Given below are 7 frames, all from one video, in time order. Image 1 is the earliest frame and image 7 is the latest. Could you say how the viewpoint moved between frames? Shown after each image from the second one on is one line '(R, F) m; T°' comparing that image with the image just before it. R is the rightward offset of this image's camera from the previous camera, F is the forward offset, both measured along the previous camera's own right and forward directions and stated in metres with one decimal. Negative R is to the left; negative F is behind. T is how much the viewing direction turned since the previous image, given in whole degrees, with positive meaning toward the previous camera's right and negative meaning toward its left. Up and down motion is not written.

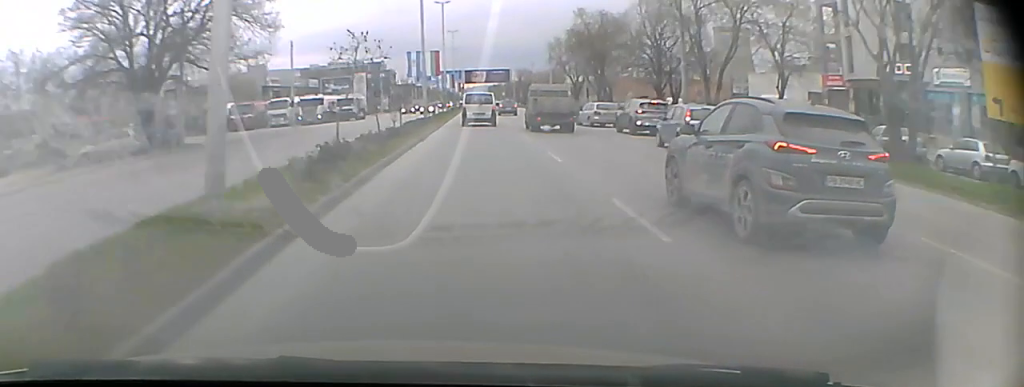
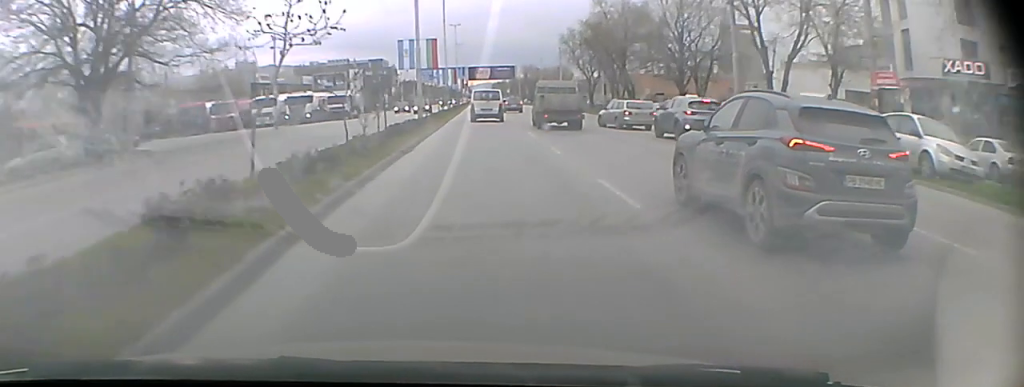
(0.0, +7.2) m; 0°
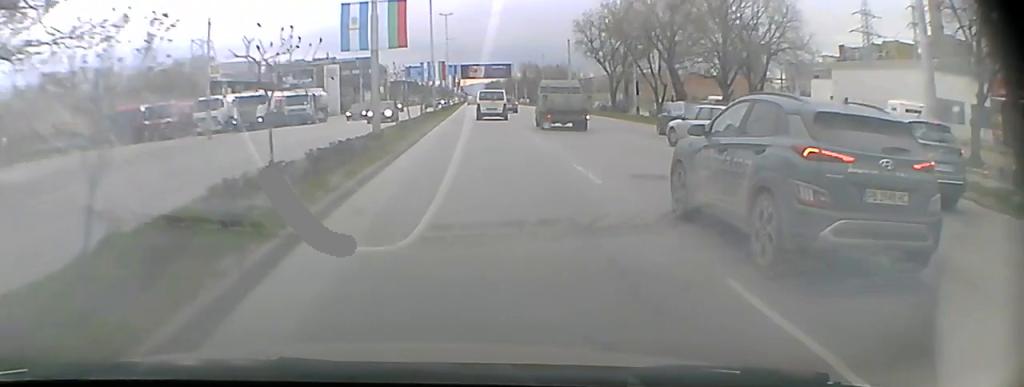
(0.0, +14.6) m; 0°
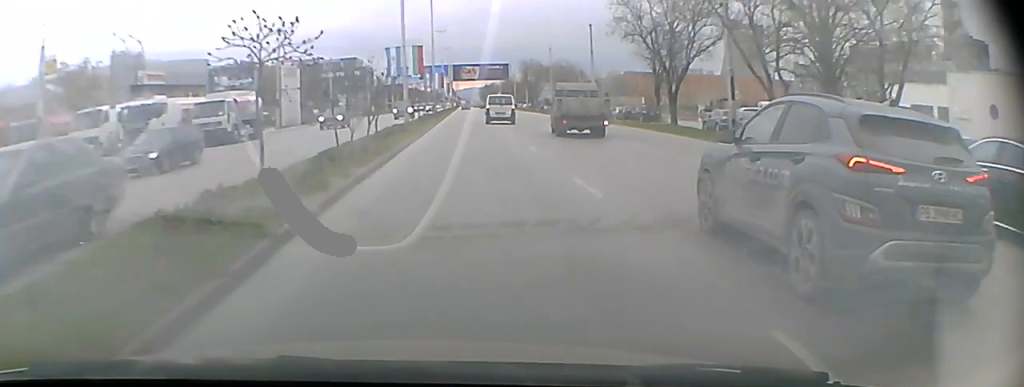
(0.0, +19.2) m; 0°
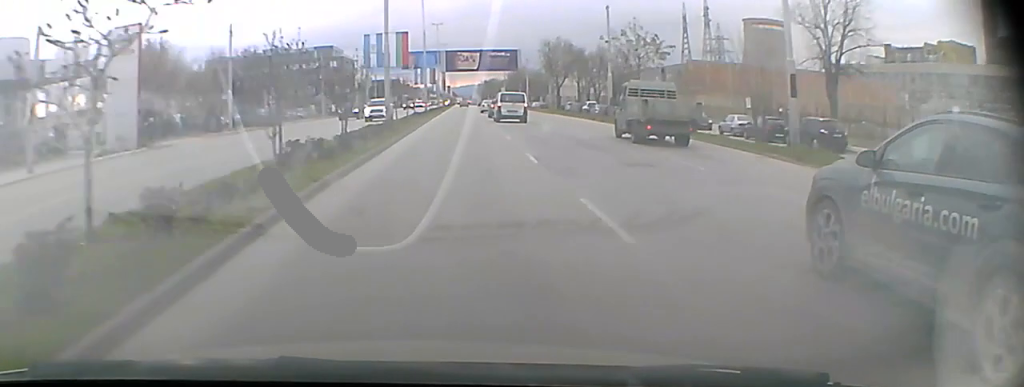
(+0.2, +38.9) m; 0°
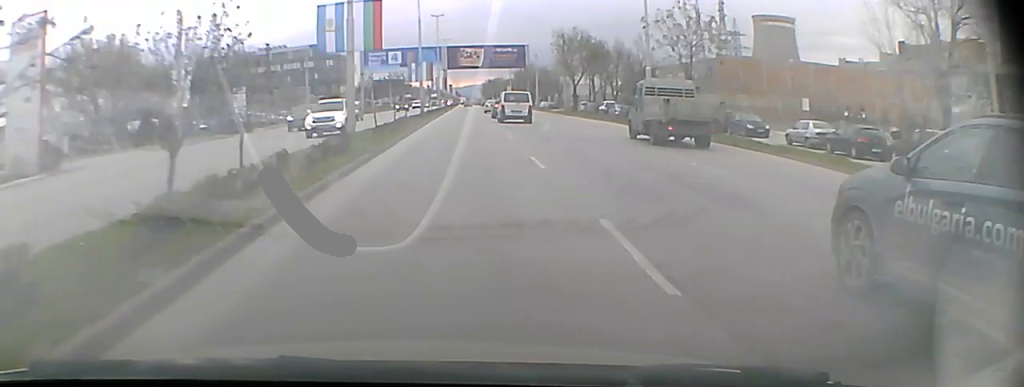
(0.0, +10.5) m; 0°
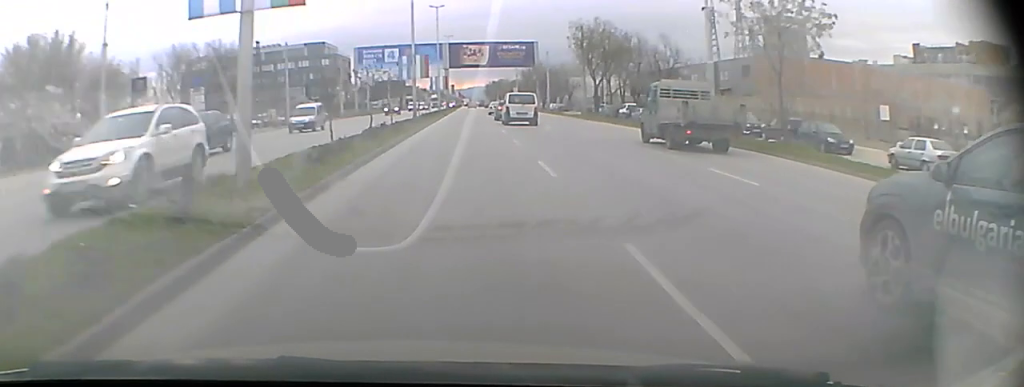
(0.0, +10.4) m; 0°
